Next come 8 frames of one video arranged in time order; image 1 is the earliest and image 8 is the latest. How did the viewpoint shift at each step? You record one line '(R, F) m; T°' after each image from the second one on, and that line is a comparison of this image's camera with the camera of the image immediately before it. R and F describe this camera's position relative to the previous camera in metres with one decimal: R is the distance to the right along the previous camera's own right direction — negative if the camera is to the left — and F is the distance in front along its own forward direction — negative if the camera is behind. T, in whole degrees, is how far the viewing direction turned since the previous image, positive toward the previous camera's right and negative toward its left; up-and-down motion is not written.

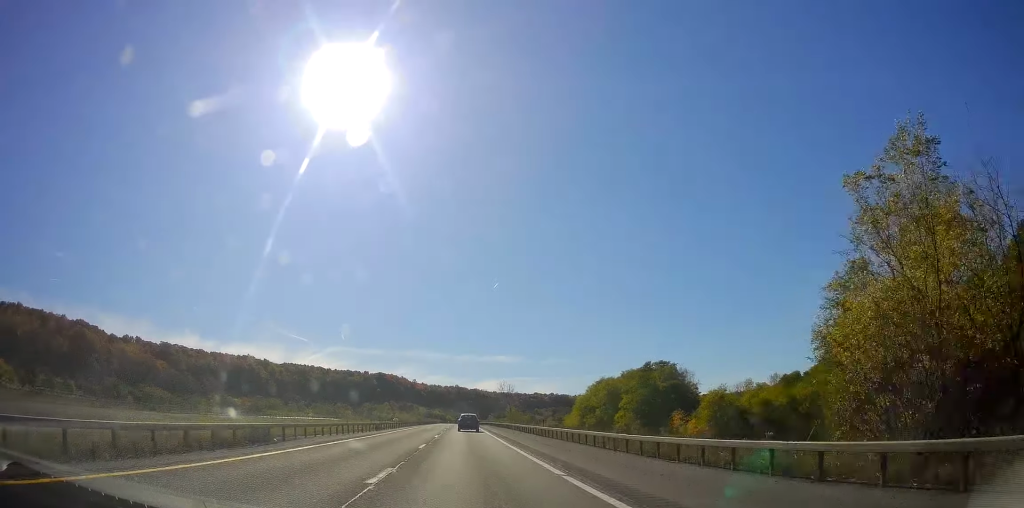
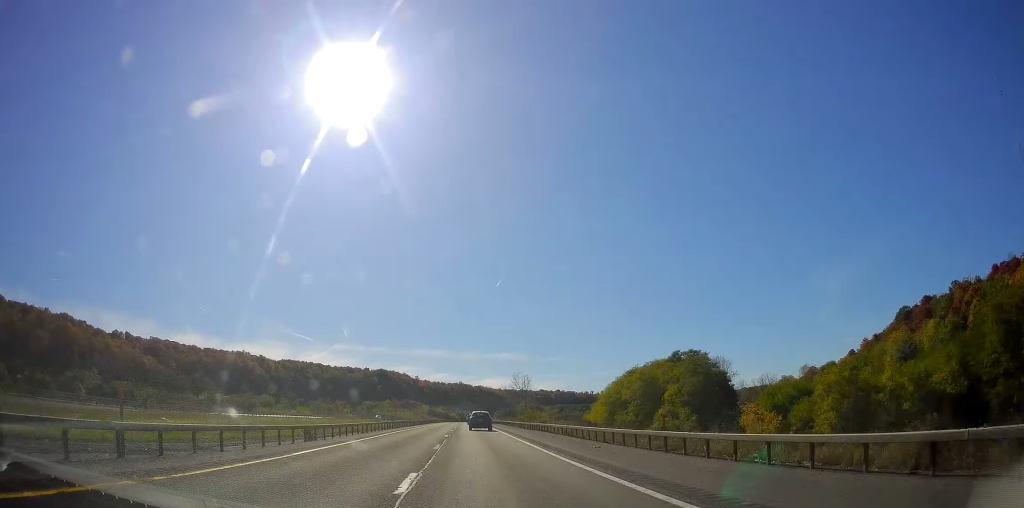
(0.0, +26.1) m; 0°
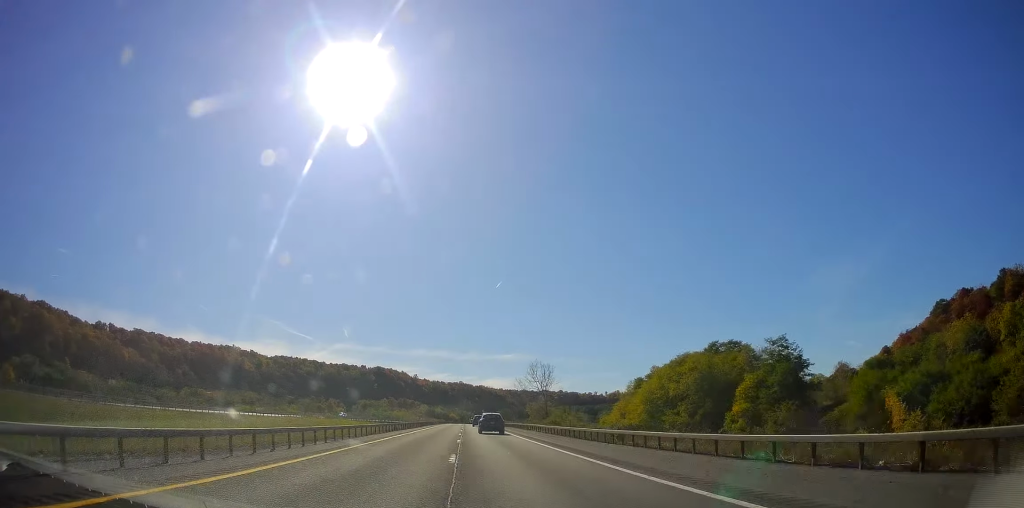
(-0.1, +29.9) m; 0°
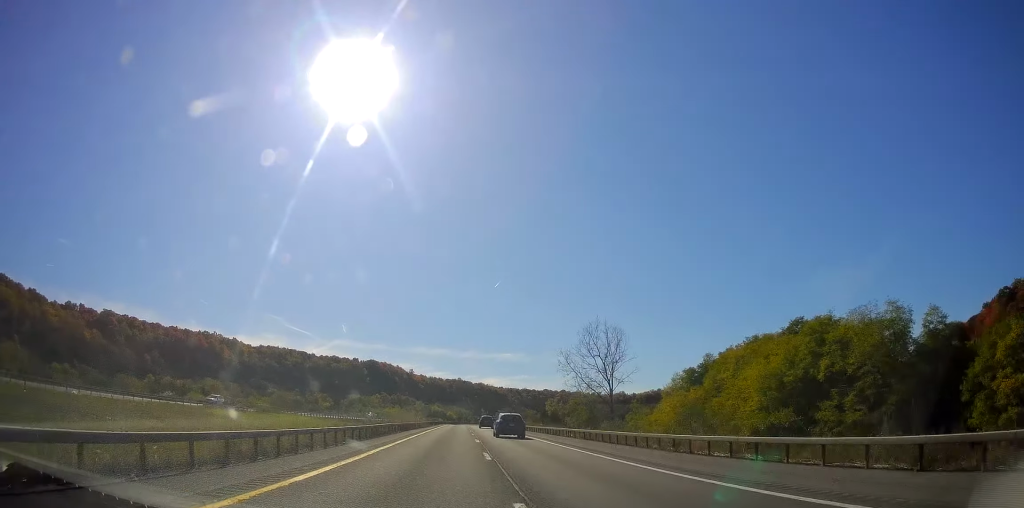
(+0.1, +46.2) m; +1°
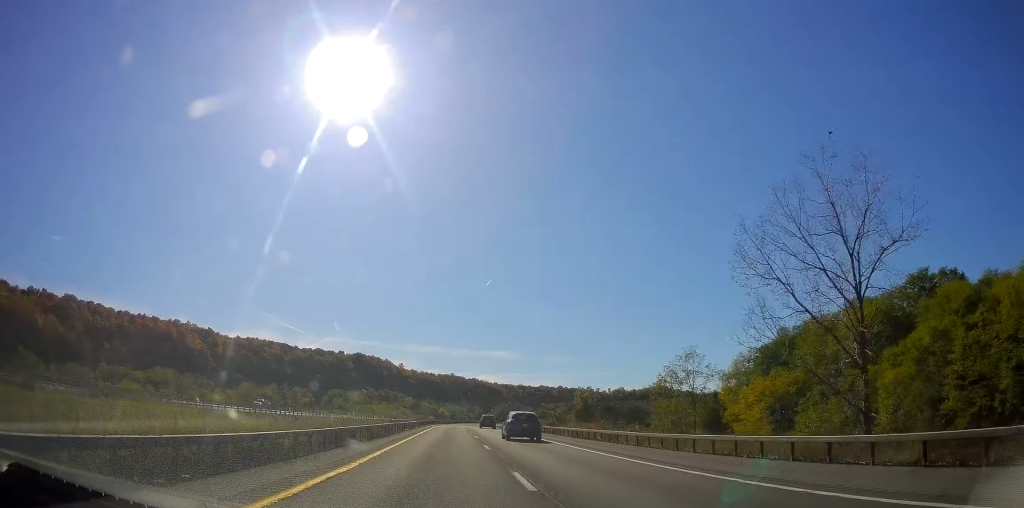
(+0.4, +43.3) m; +1°
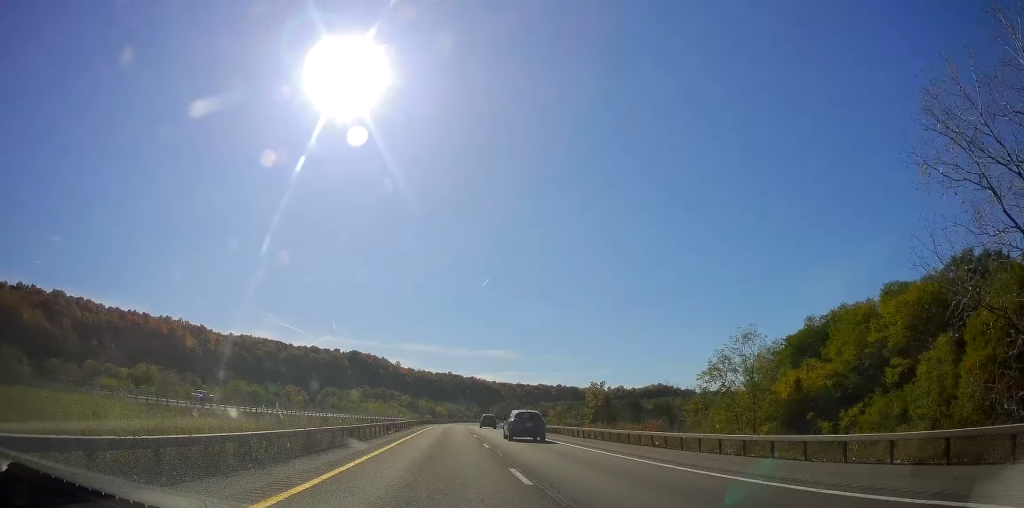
(+0.1, +11.6) m; 0°
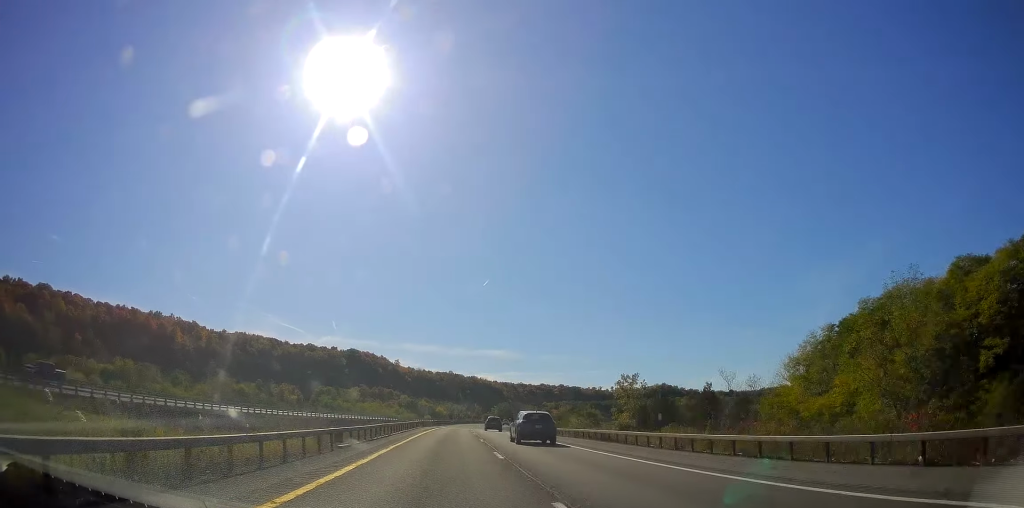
(-0.1, +17.5) m; 0°
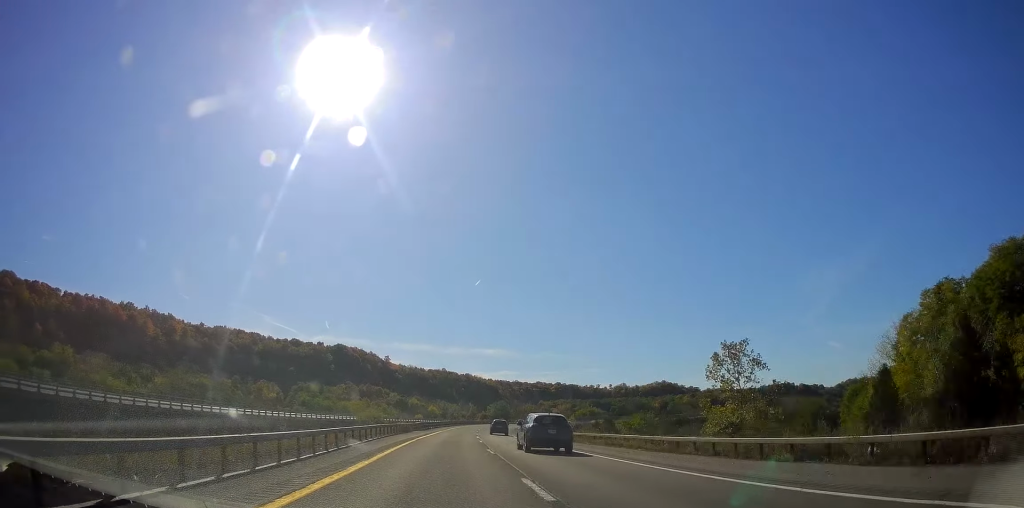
(0.0, +33.1) m; 0°
